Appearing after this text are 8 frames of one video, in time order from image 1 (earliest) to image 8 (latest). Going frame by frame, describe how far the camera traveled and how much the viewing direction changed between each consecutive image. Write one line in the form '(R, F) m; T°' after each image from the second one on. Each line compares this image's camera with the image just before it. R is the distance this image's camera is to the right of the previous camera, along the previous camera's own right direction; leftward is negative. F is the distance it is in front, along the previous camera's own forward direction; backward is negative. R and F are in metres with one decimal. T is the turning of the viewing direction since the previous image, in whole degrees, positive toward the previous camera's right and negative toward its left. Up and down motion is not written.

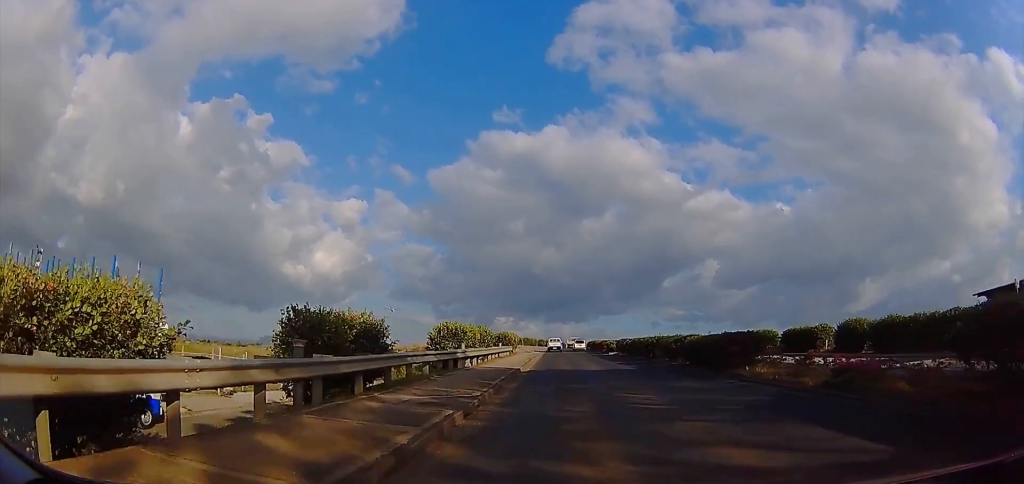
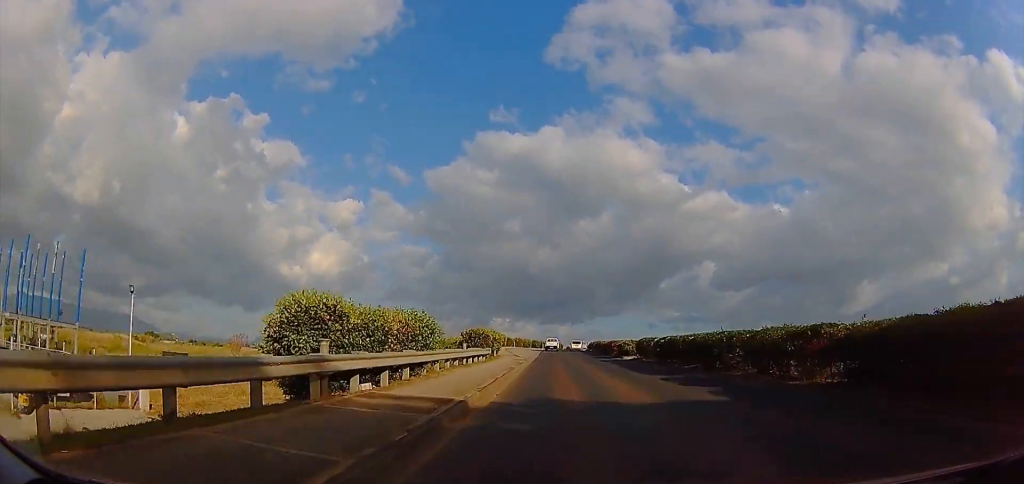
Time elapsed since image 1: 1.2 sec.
(0.0, +14.1) m; 0°
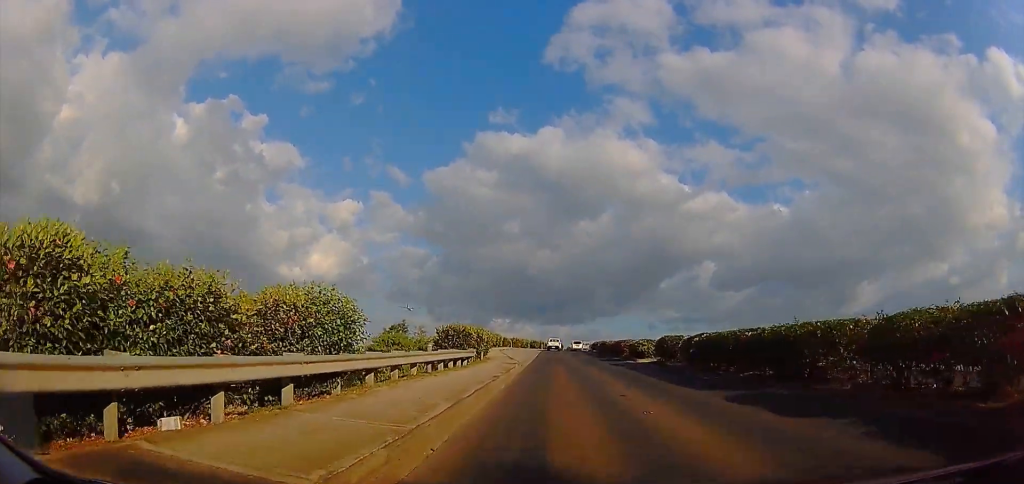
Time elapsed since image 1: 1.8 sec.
(0.0, +7.3) m; 0°
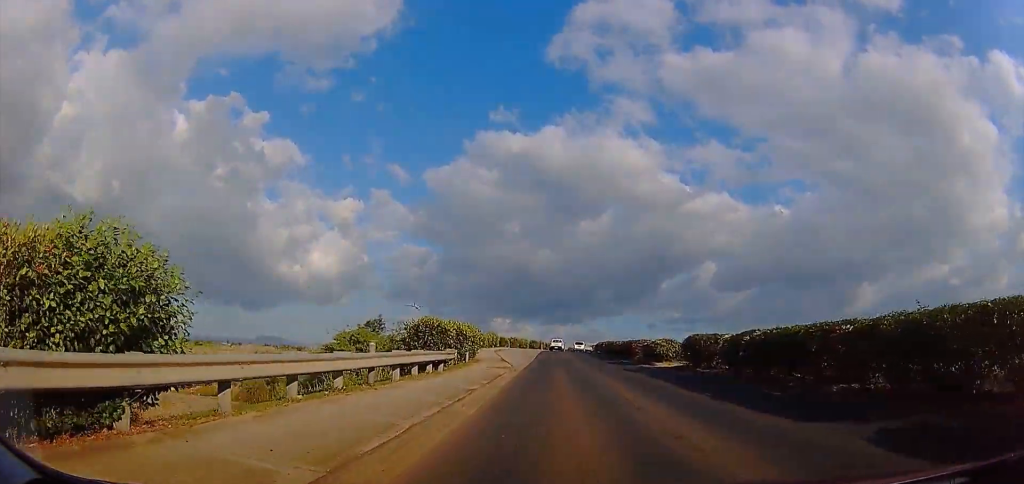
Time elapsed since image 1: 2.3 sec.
(0.0, +5.9) m; 0°
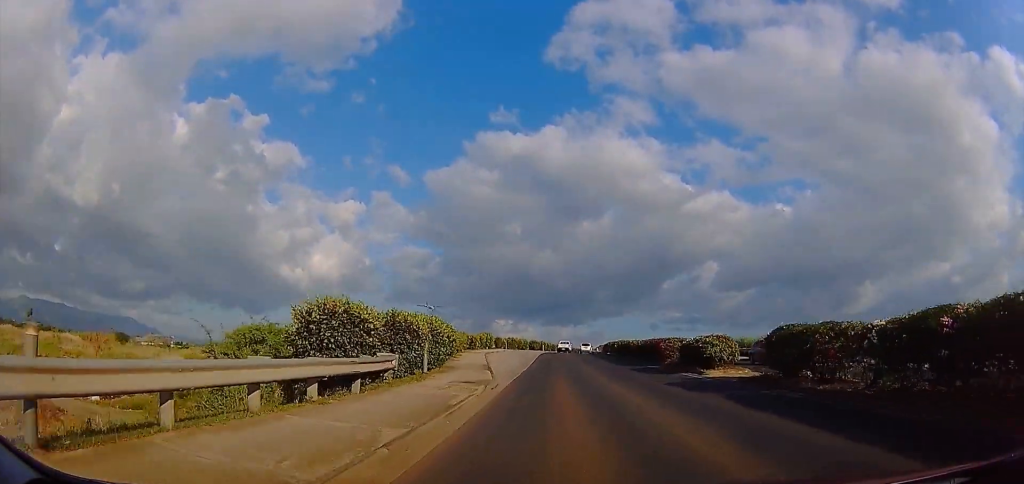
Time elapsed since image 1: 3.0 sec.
(0.0, +9.4) m; 0°
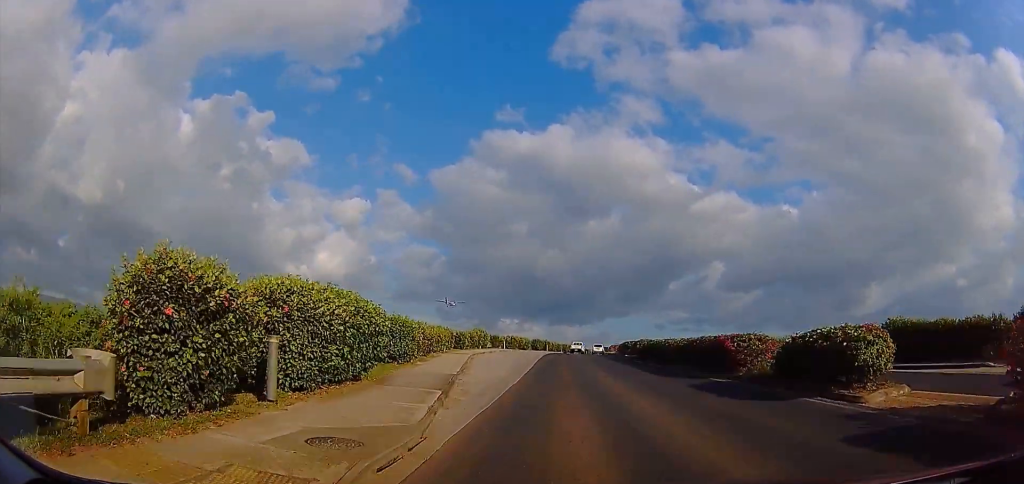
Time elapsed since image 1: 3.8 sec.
(0.0, +10.5) m; +3°
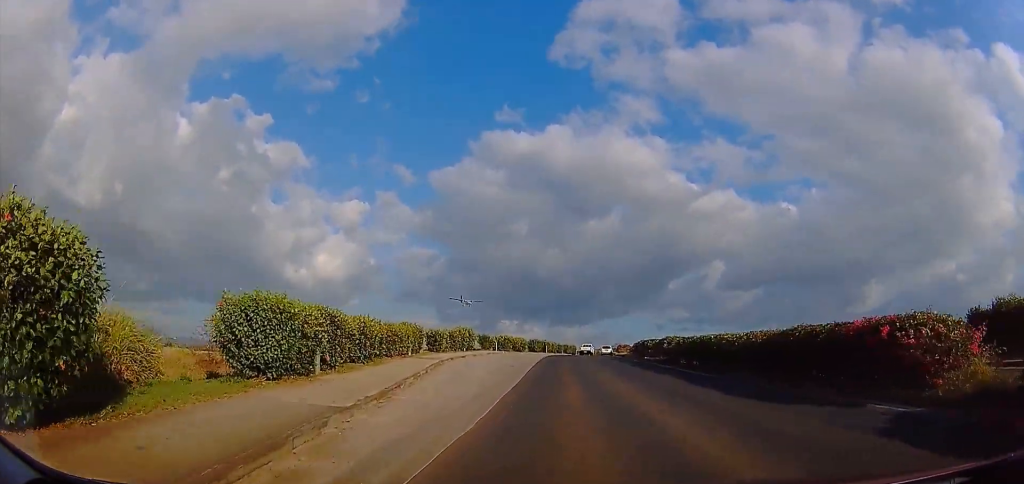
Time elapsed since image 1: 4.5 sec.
(+0.3, +9.6) m; 0°
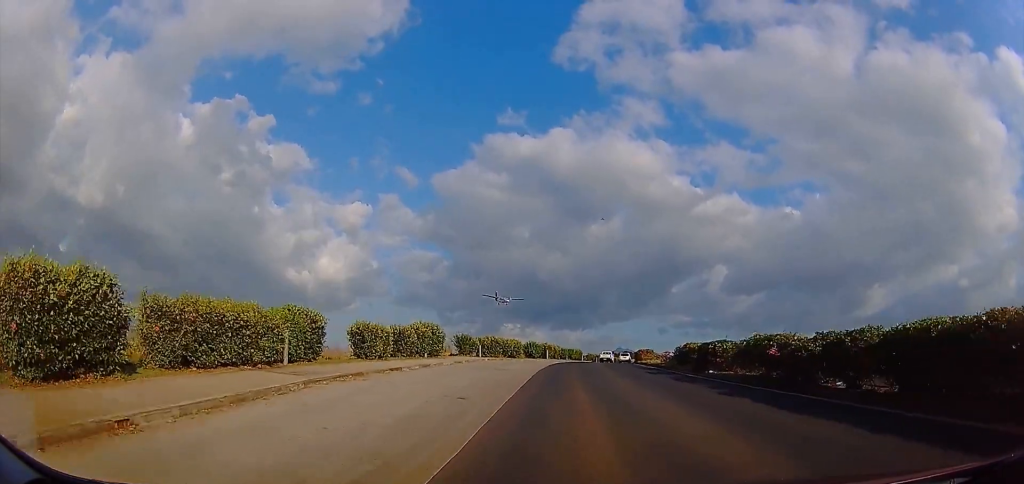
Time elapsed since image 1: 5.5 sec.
(-0.2, +14.6) m; -3°
